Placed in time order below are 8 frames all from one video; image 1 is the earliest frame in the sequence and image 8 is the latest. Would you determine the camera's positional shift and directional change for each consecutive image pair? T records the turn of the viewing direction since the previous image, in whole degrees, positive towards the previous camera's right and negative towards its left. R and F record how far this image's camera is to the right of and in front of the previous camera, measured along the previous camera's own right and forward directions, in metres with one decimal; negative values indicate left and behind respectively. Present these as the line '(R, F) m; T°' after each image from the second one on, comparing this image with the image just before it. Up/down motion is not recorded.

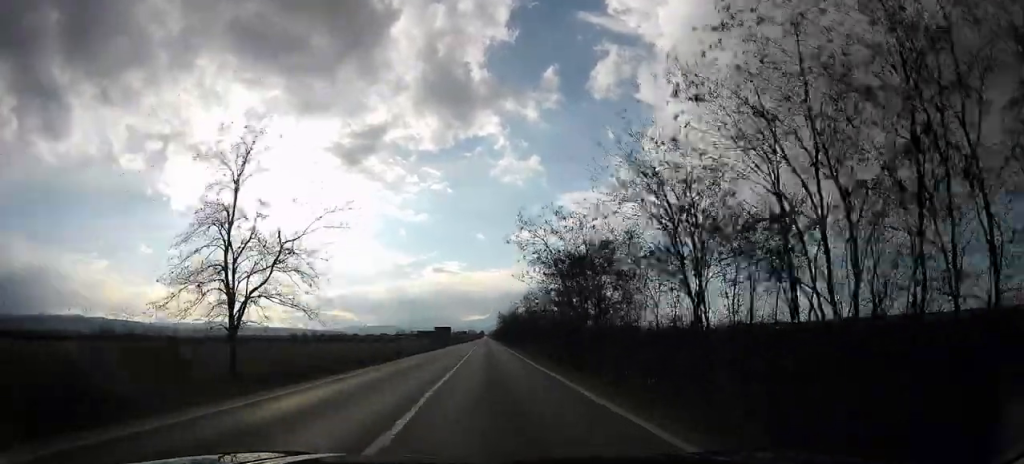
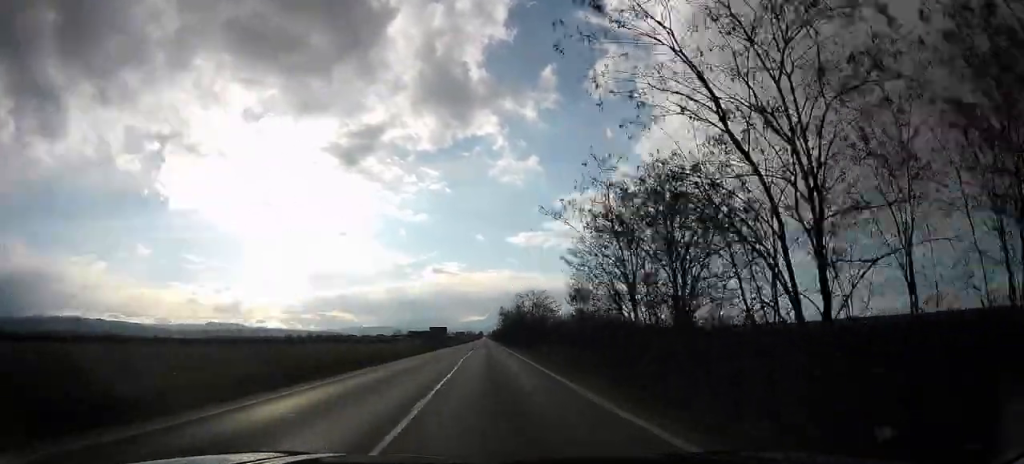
(+0.9, +17.5) m; 0°
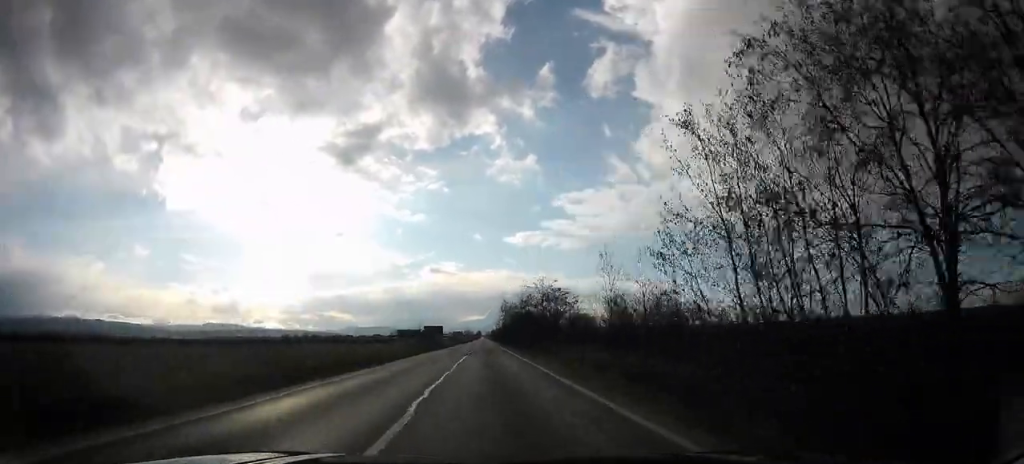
(+0.1, +15.2) m; -1°
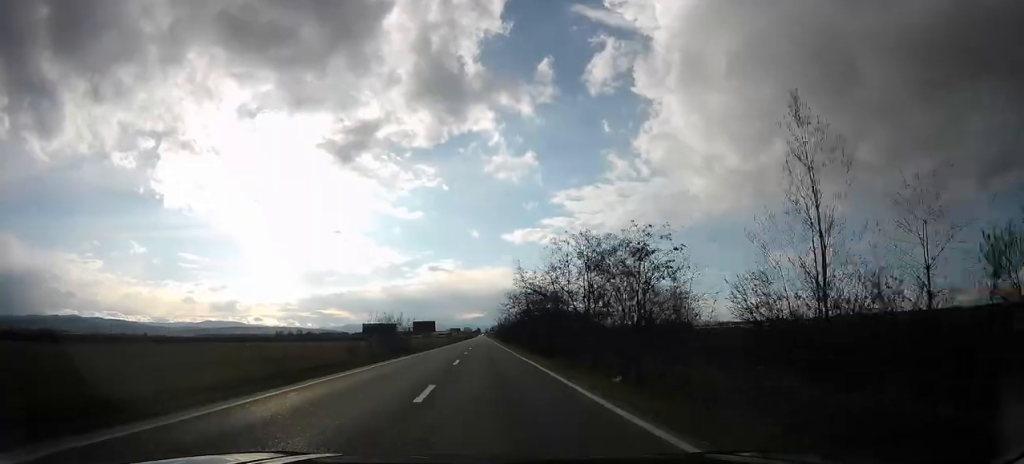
(-1.1, +30.4) m; -4°
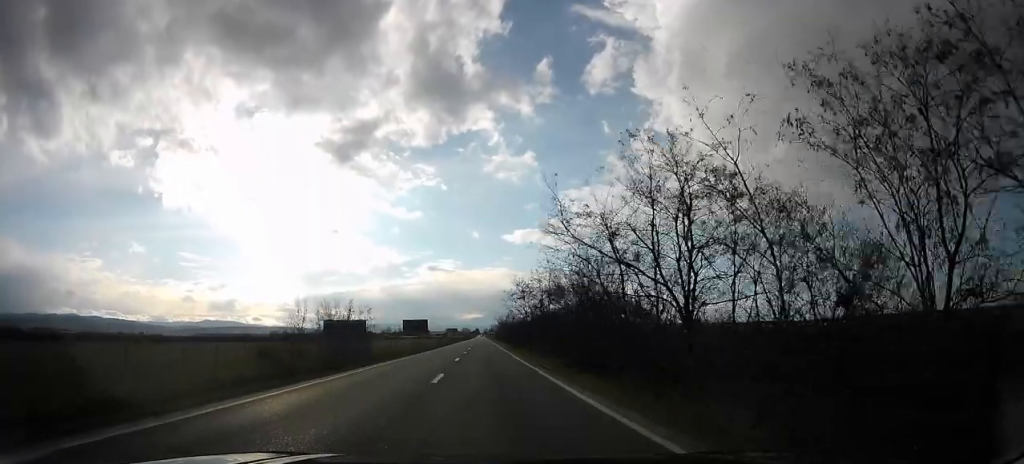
(-0.6, +19.9) m; -1°
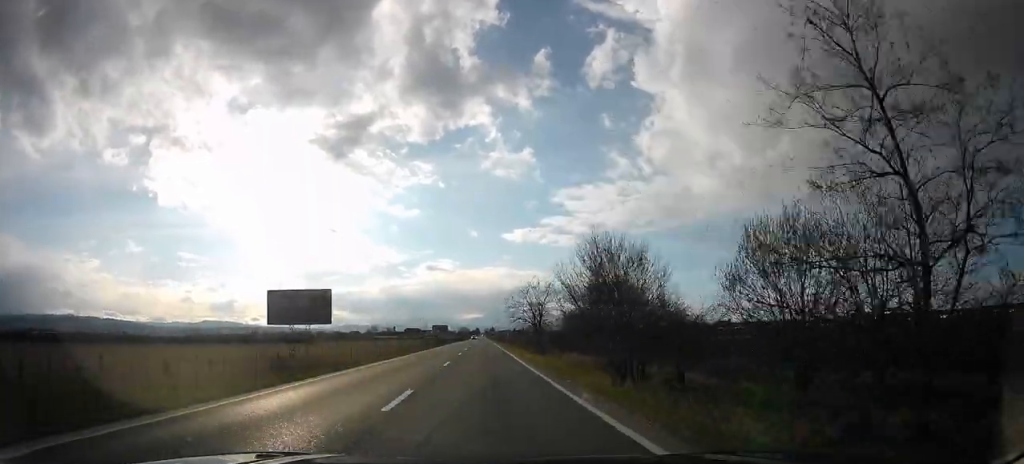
(-1.3, +102.6) m; -1°
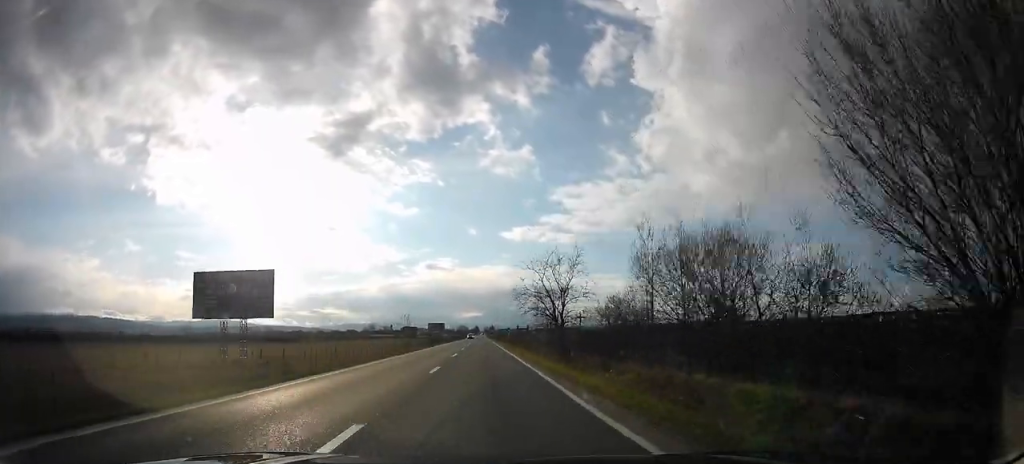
(0.0, +17.7) m; 0°
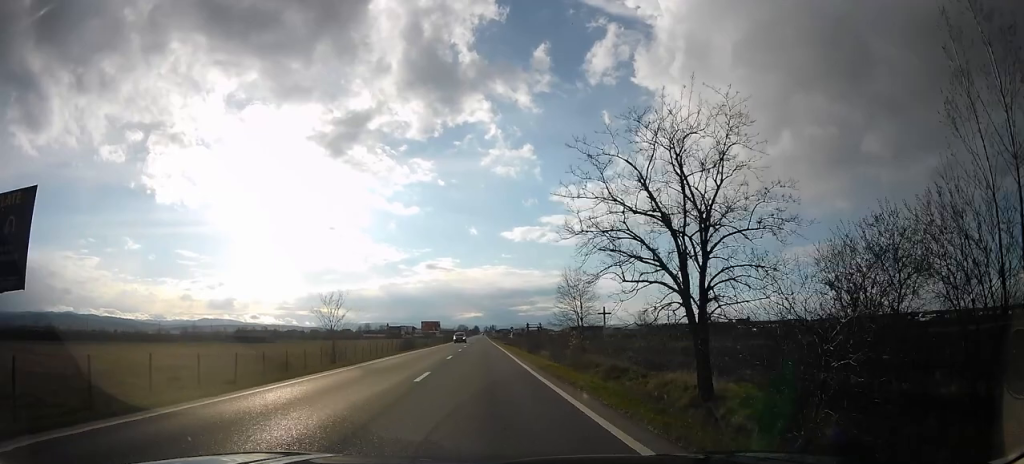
(0.0, +29.0) m; 0°
